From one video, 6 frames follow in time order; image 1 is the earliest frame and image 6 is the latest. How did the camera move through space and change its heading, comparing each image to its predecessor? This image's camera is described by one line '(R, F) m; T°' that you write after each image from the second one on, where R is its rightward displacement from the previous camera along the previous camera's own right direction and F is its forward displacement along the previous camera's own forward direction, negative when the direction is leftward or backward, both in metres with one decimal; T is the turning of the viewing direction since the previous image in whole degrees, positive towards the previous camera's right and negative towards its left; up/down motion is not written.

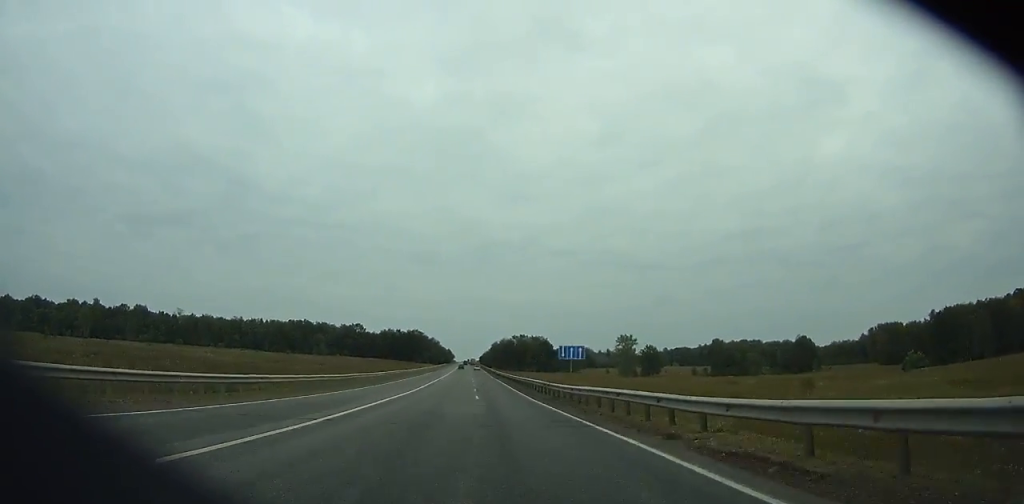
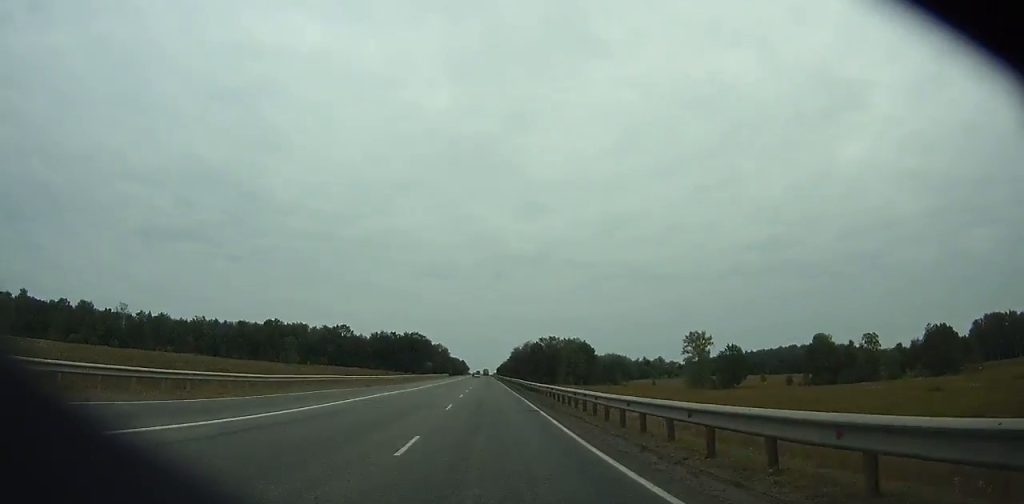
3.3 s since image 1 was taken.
(+0.4, +80.8) m; 0°
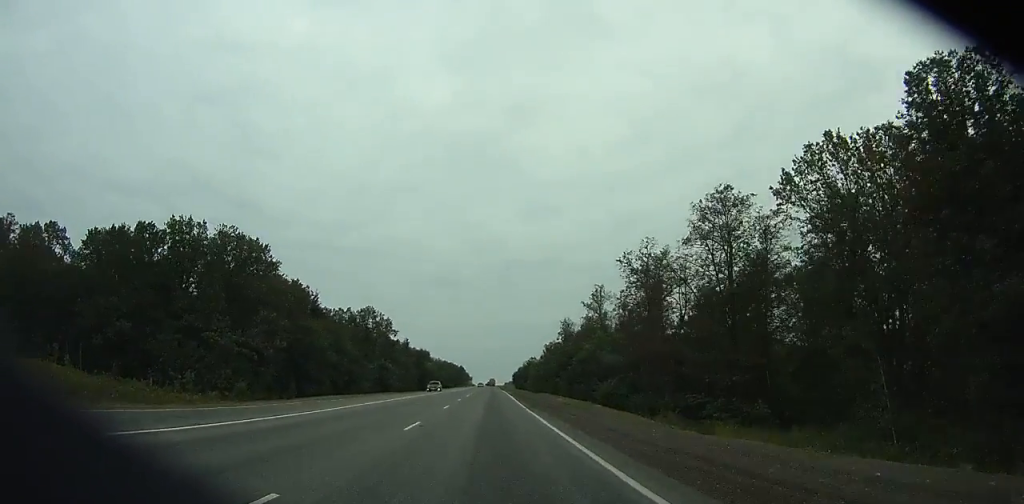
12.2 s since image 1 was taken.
(-3.9, +225.1) m; -1°
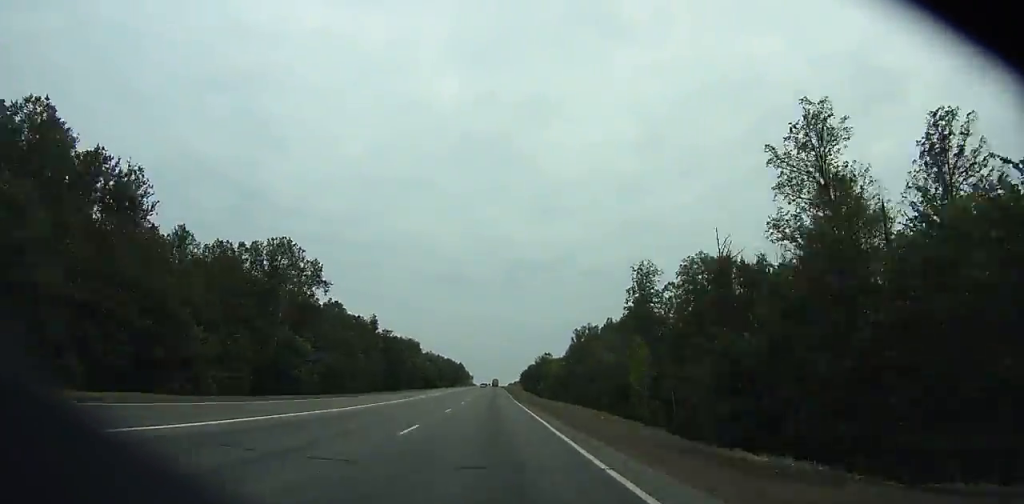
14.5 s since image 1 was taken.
(0.0, +60.2) m; 0°
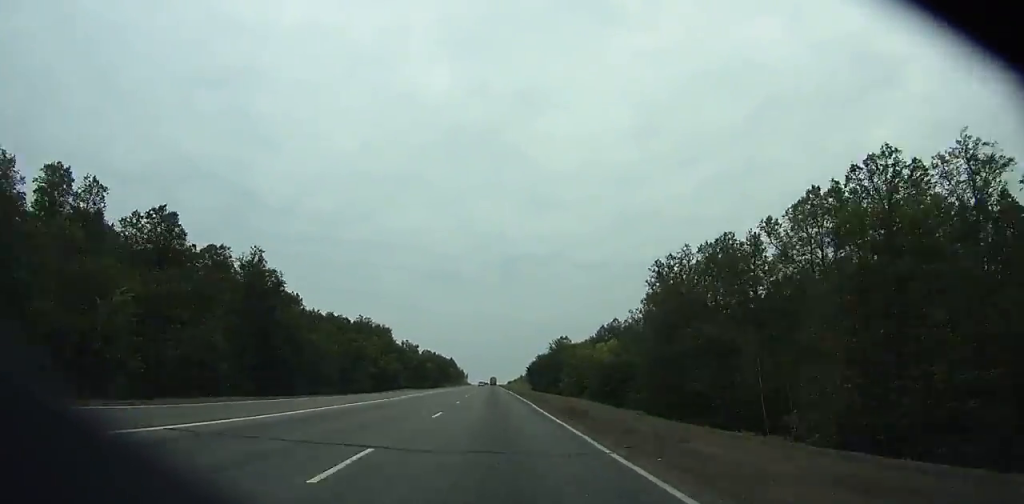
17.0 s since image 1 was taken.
(-0.3, +66.3) m; 0°
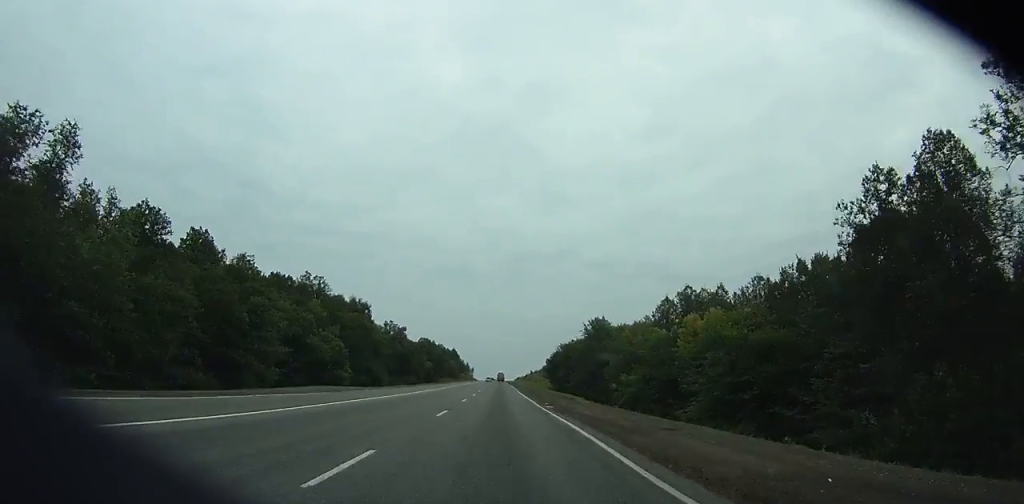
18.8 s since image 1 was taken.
(+0.2, +48.4) m; 0°
